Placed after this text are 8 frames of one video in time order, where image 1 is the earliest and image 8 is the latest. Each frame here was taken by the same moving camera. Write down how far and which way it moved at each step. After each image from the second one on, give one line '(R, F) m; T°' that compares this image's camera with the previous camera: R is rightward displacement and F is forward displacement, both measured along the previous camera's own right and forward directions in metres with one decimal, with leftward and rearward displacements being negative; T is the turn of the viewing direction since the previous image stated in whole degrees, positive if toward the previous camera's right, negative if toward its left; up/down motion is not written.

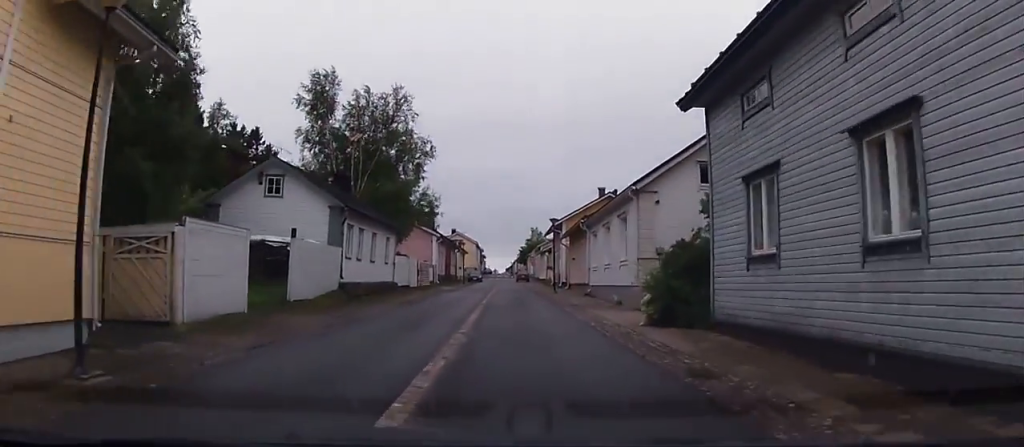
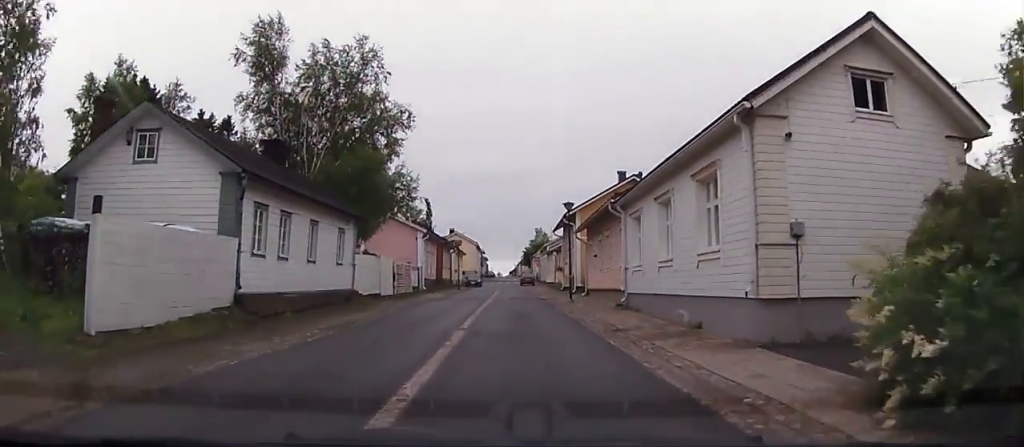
(-0.3, +9.7) m; -2°
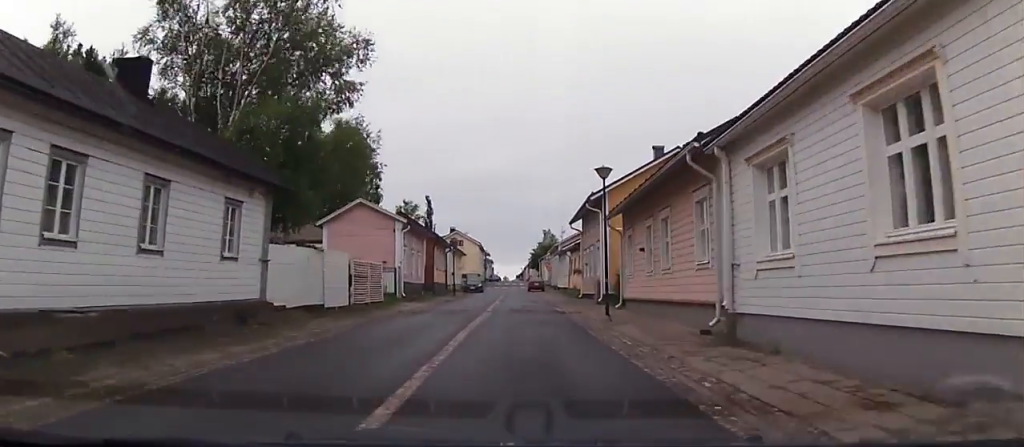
(-0.1, +9.6) m; 0°
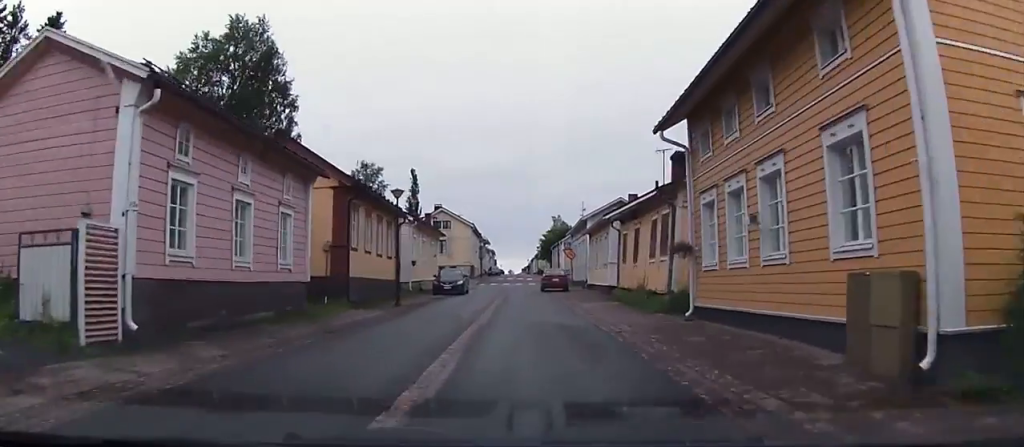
(+0.6, +22.9) m; +4°
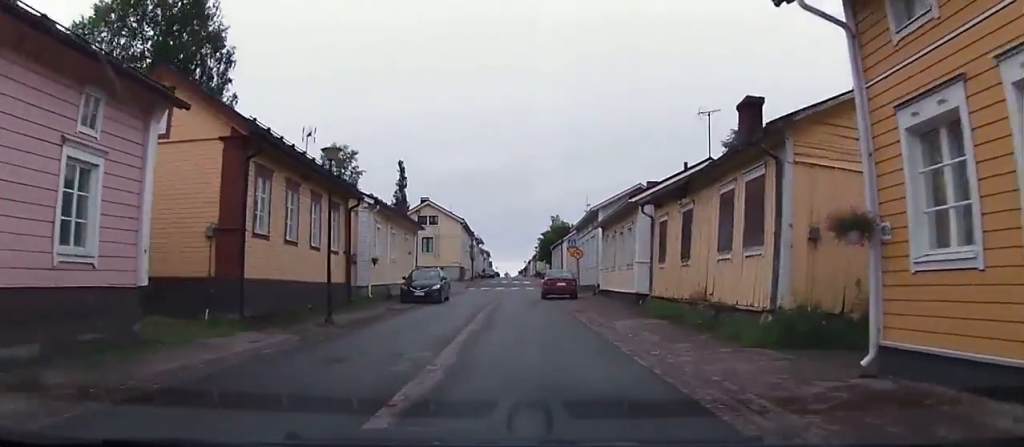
(+0.2, +8.0) m; +1°
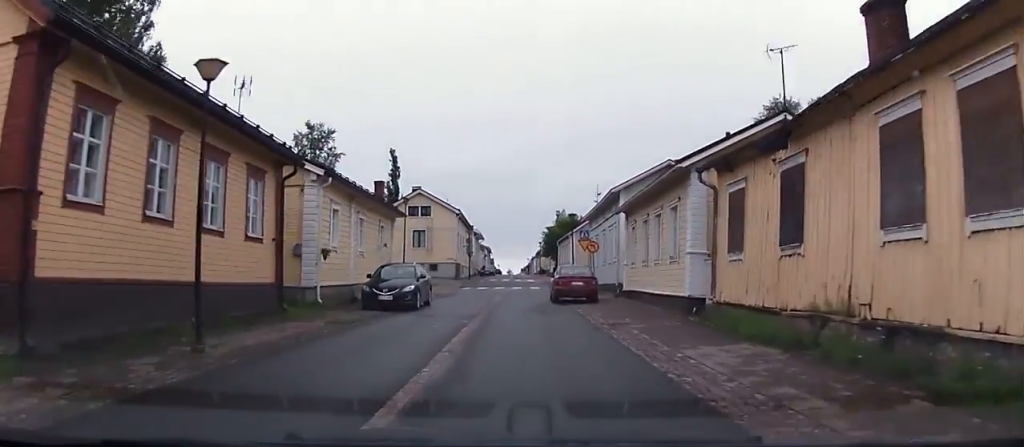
(0.0, +6.4) m; -1°
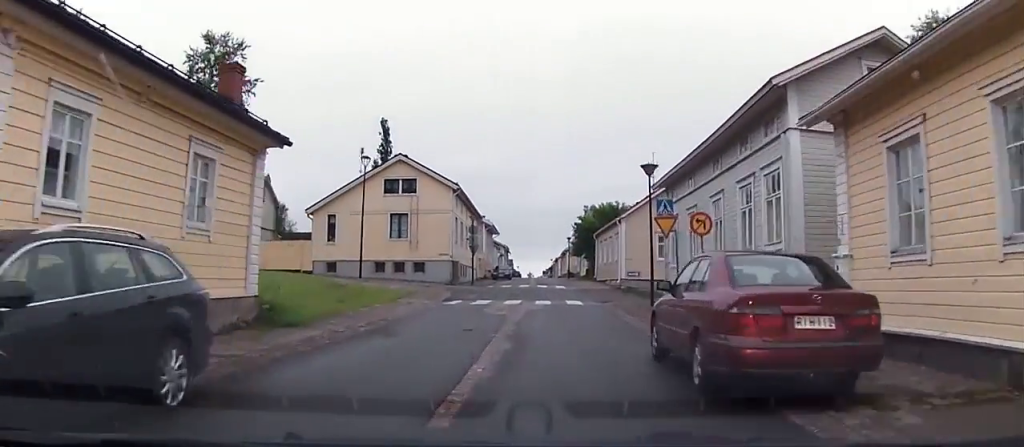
(-0.4, +16.0) m; -4°
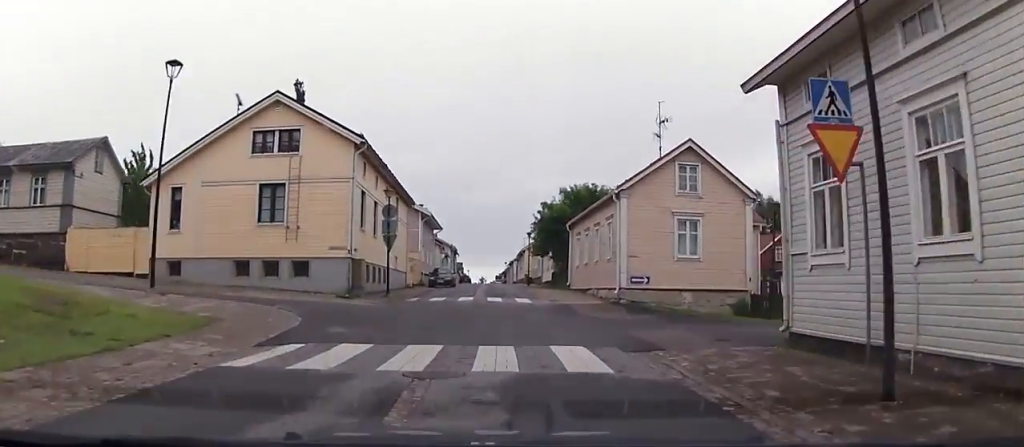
(-0.5, +13.9) m; -4°
